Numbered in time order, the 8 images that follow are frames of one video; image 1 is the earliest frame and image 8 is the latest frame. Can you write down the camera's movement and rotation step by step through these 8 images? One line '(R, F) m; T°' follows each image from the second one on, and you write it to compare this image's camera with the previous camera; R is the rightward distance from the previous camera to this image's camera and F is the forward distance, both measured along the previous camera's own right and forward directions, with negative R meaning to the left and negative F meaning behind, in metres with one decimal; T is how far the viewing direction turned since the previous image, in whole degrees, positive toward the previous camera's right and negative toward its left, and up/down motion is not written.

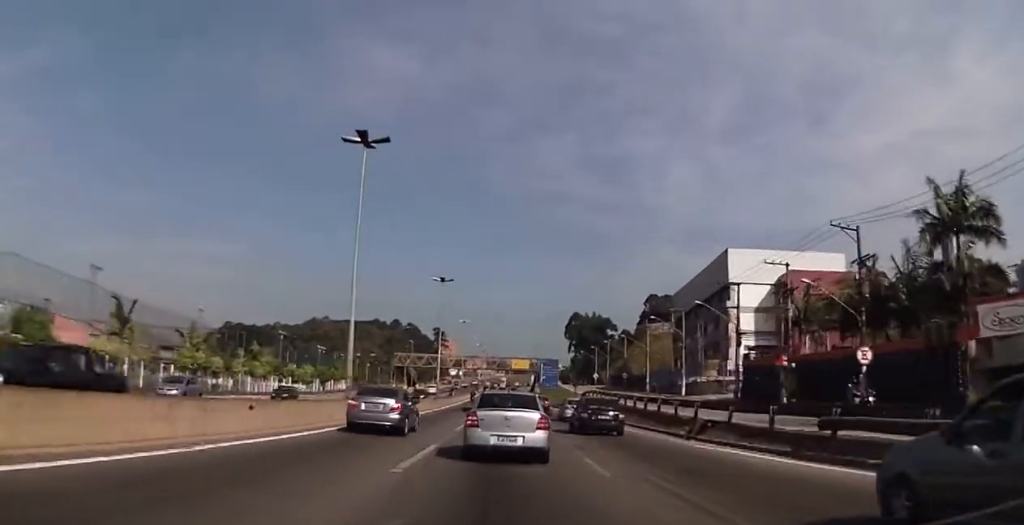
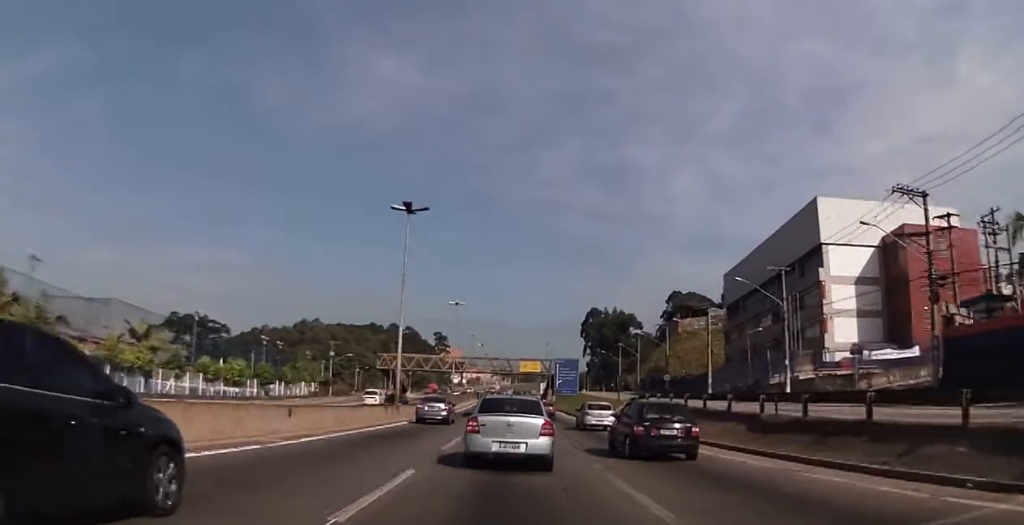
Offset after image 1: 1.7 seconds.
(+0.1, +31.3) m; -1°
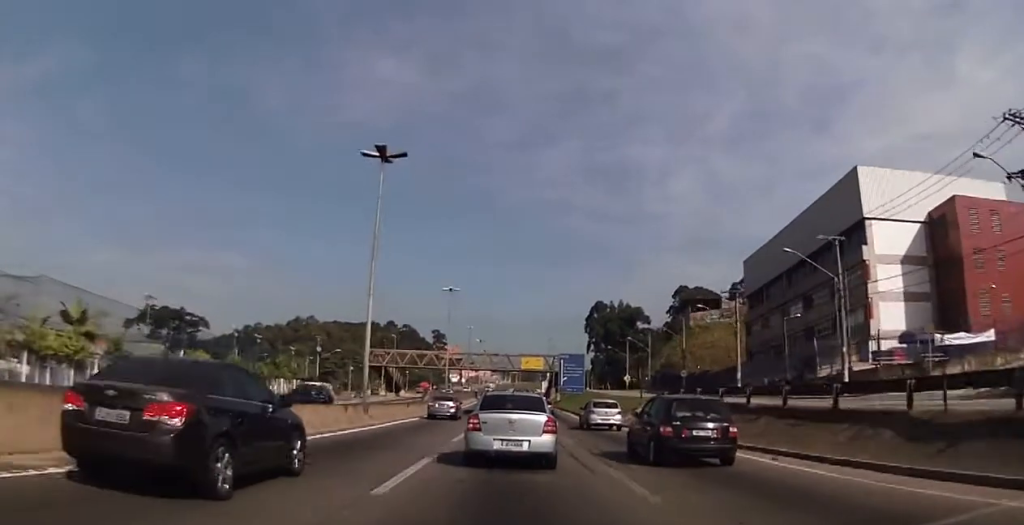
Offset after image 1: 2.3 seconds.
(-0.2, +10.3) m; 0°
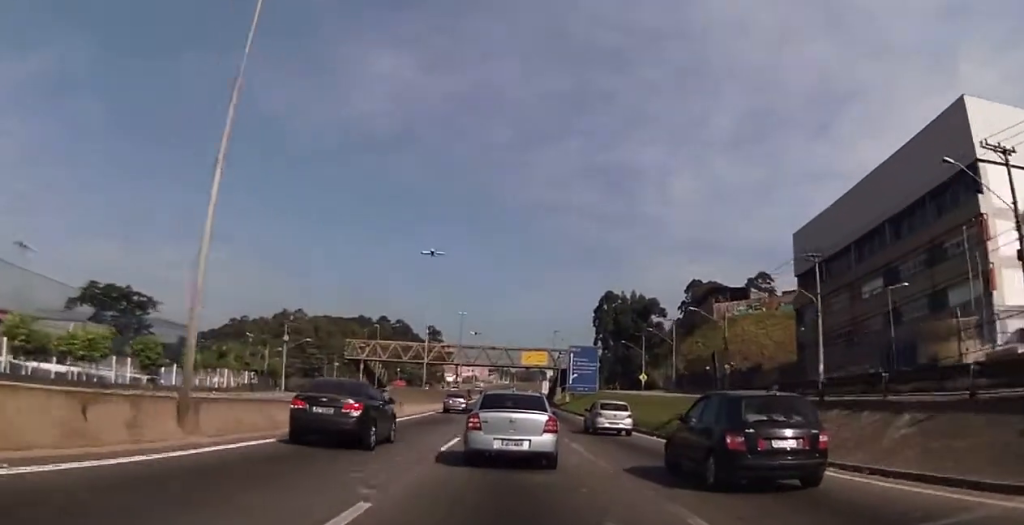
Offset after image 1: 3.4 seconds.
(0.0, +18.2) m; +1°
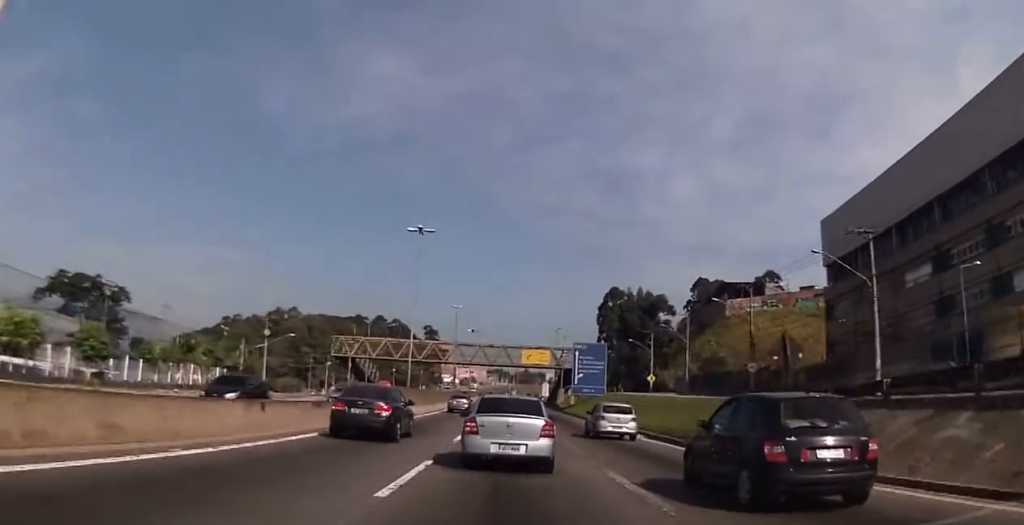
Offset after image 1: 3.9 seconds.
(0.0, +7.7) m; +1°
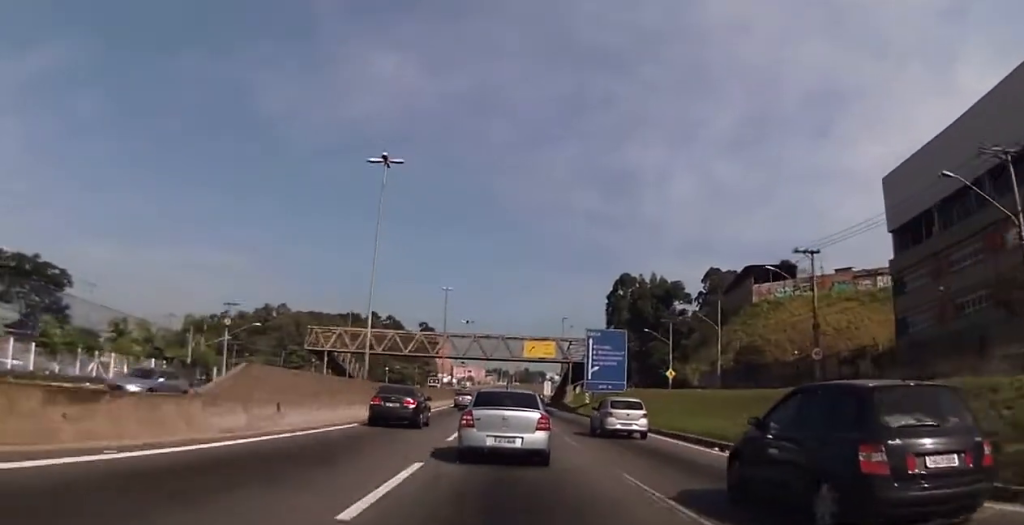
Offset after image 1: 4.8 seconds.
(+0.3, +13.2) m; -1°
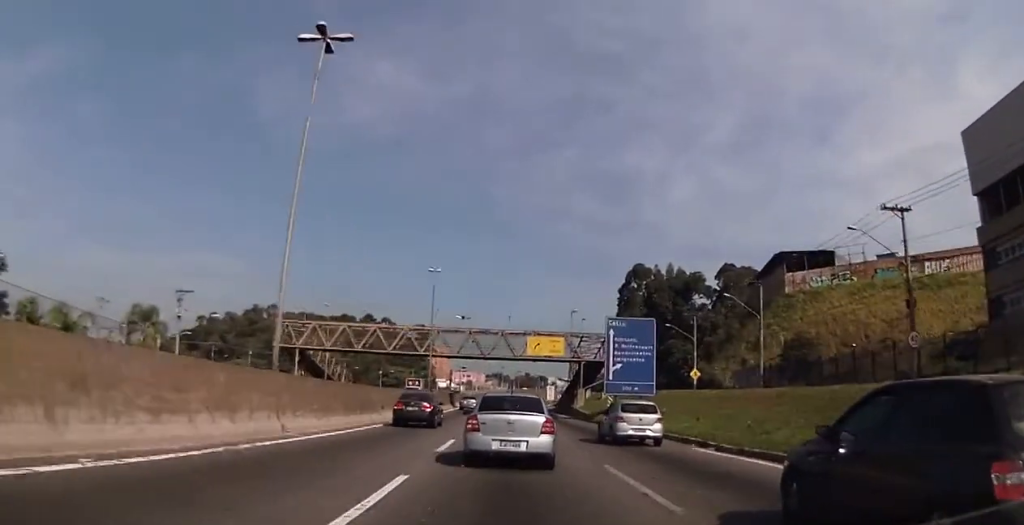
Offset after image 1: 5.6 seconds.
(-0.6, +12.9) m; -1°
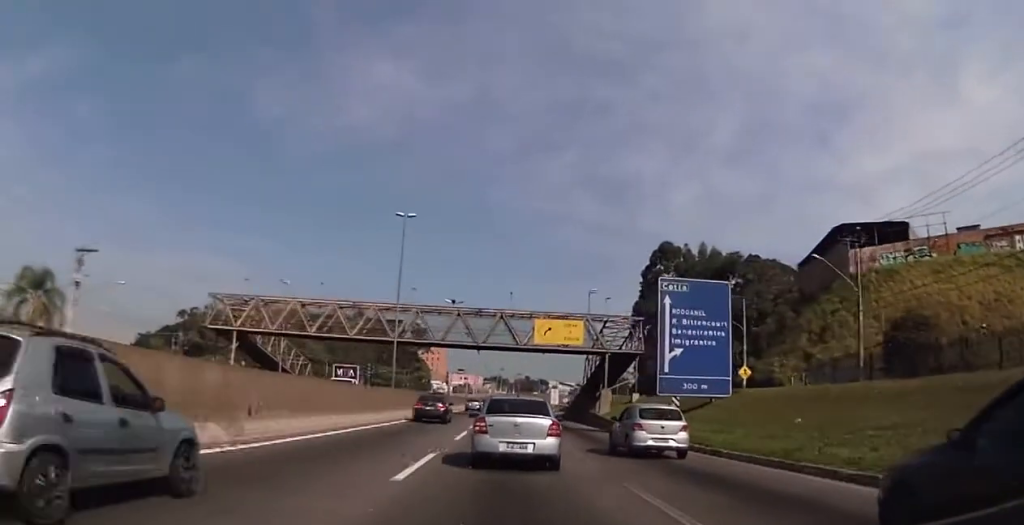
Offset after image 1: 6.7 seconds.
(+0.2, +19.9) m; +1°
